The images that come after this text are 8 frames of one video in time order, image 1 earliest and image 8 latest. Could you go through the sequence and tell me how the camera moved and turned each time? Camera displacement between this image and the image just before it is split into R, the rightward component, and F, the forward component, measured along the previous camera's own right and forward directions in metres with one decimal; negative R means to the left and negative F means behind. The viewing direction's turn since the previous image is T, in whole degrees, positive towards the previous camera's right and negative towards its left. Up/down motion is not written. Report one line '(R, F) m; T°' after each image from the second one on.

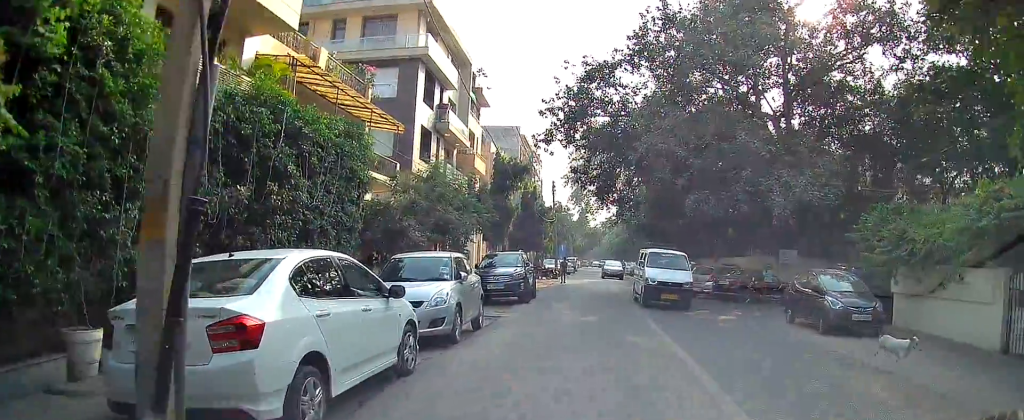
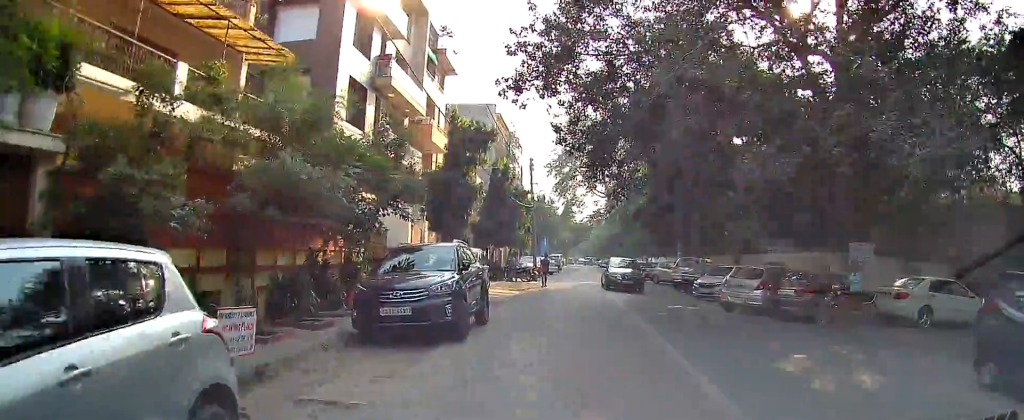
(+0.2, +9.1) m; -1°
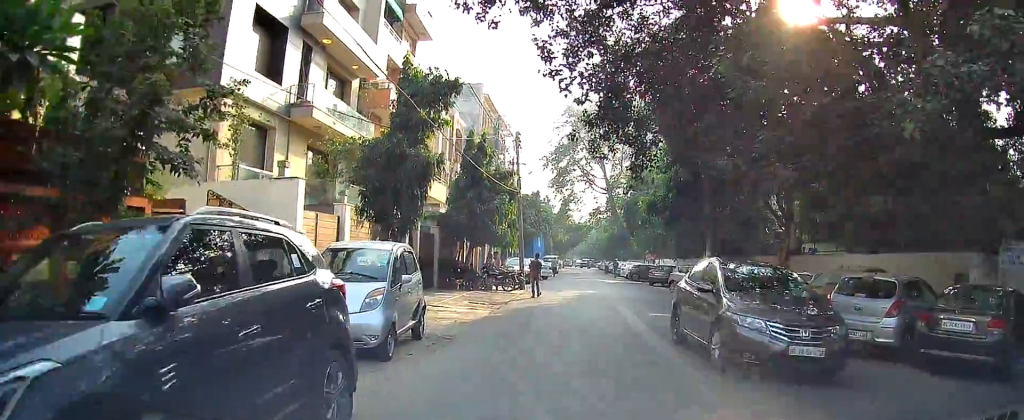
(-0.2, +8.1) m; -1°
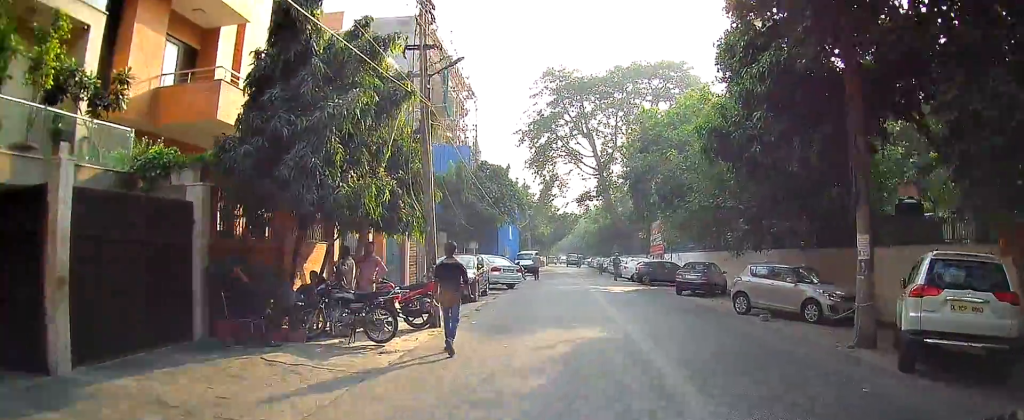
(-0.5, +16.1) m; -2°
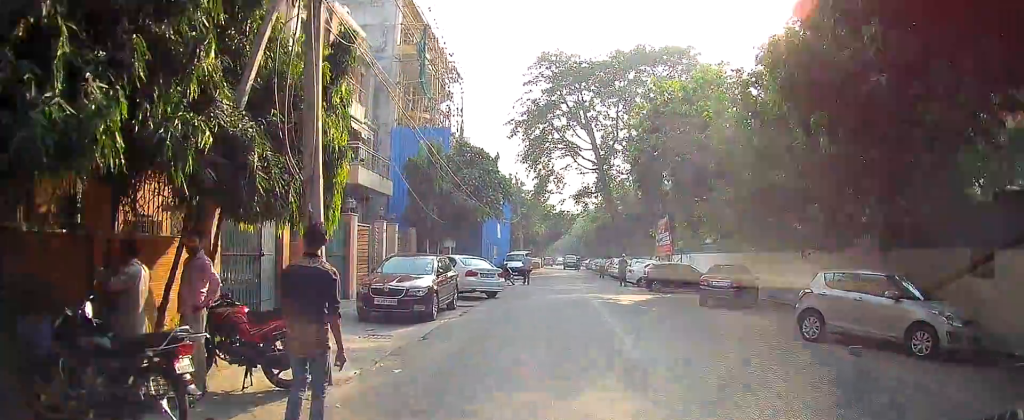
(0.0, +5.8) m; +2°
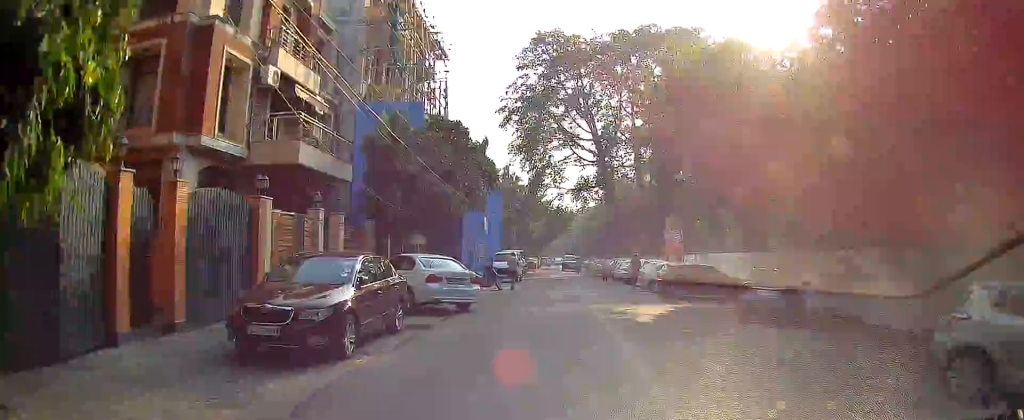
(+0.2, +5.4) m; +4°
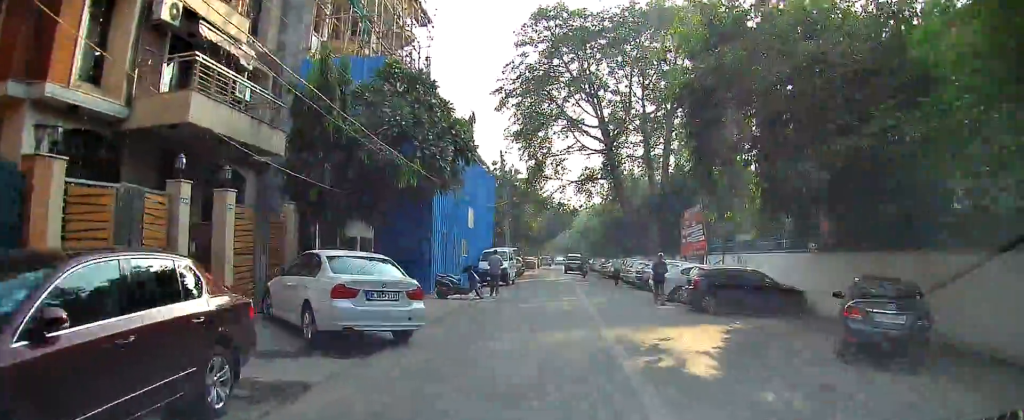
(+0.2, +6.3) m; -2°
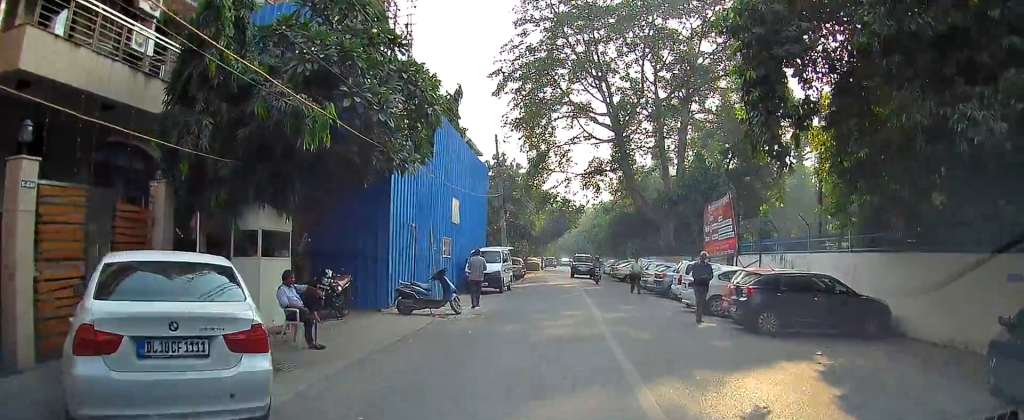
(-0.1, +5.5) m; -3°
